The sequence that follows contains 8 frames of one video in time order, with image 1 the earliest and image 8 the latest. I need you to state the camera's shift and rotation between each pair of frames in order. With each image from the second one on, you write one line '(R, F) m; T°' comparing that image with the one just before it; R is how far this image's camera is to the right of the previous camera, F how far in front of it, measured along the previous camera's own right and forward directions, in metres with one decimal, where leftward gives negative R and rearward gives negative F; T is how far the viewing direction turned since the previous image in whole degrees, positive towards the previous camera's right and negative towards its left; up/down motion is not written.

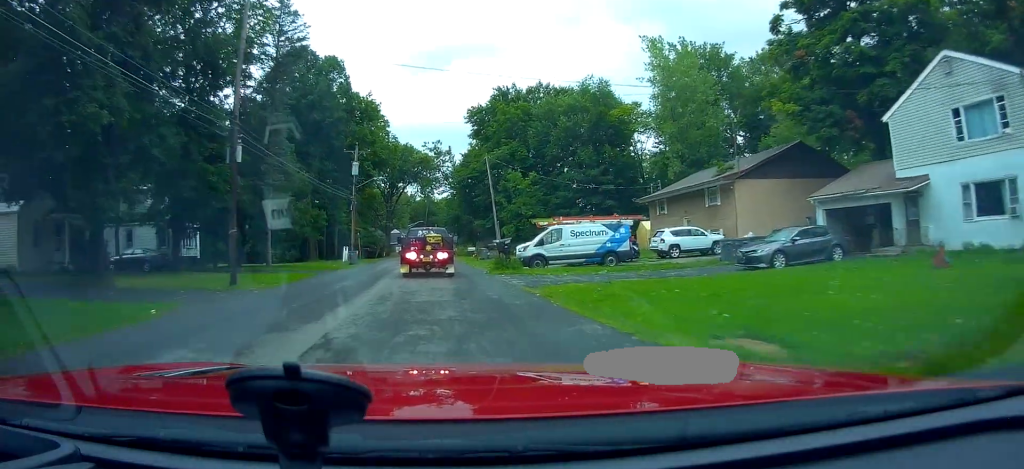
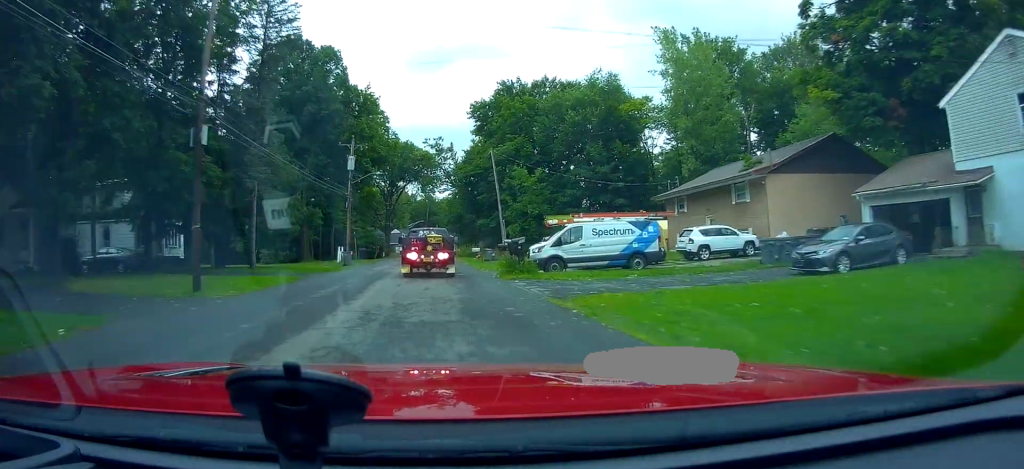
(+0.2, +3.4) m; -1°
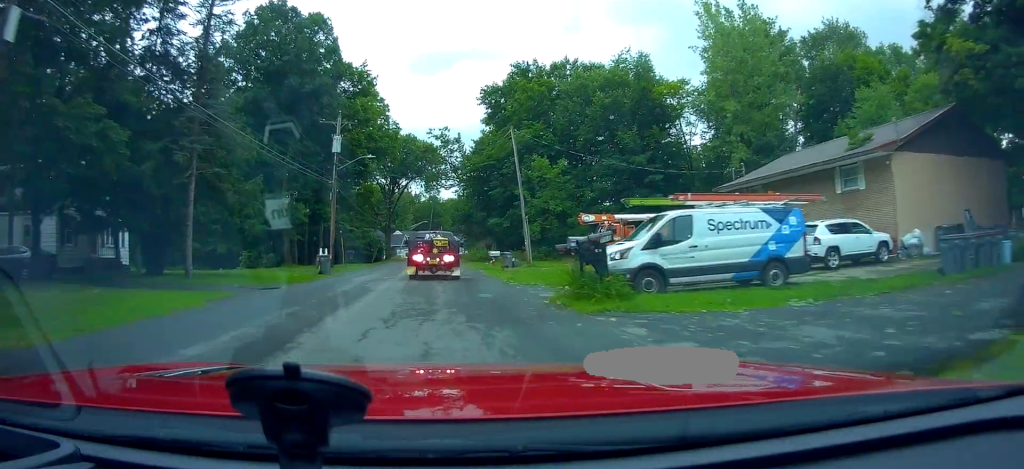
(-0.9, +9.6) m; -3°
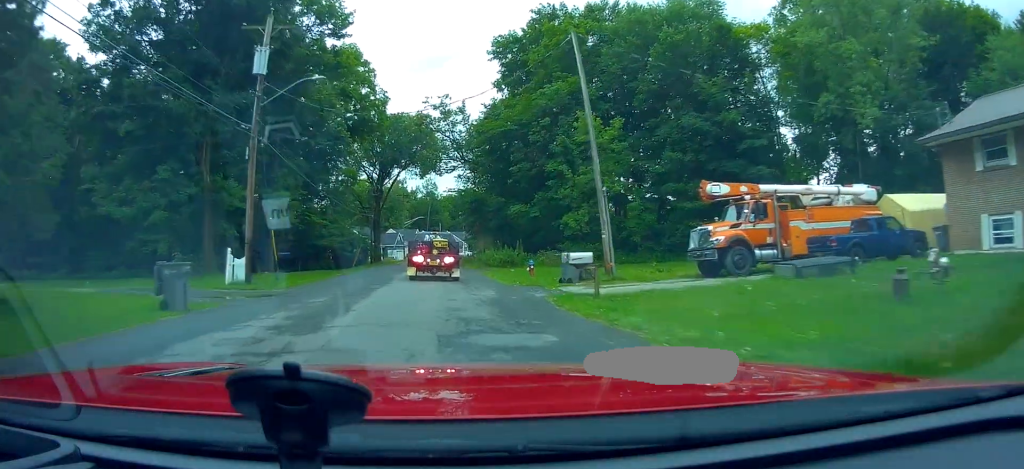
(+1.0, +17.1) m; +3°
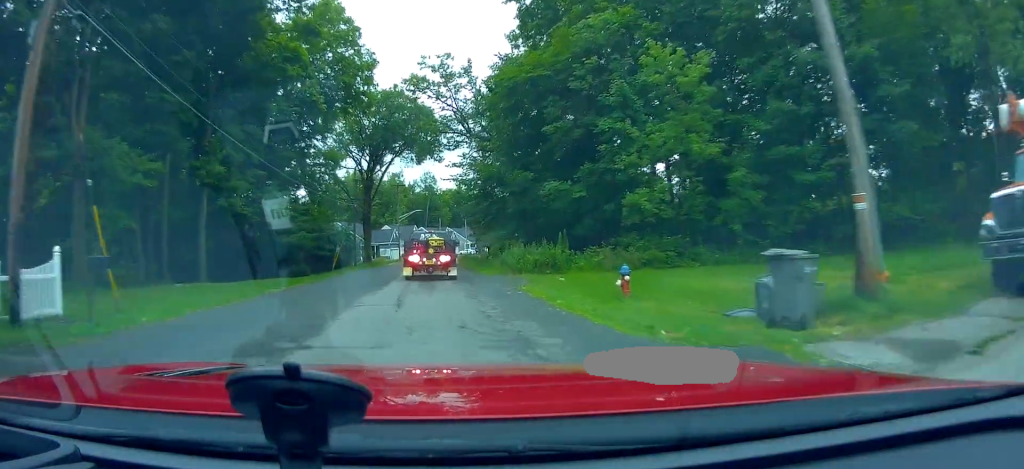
(-0.1, +12.5) m; -1°
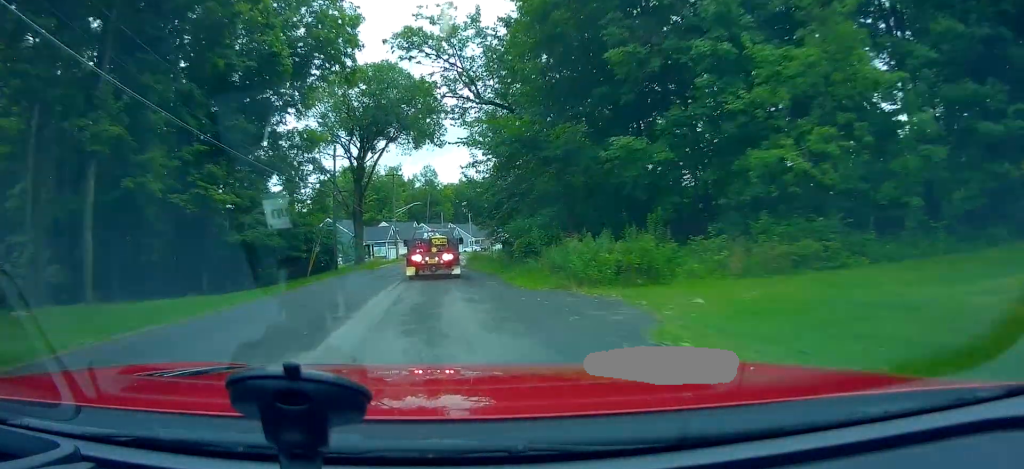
(-0.2, +10.5) m; -1°
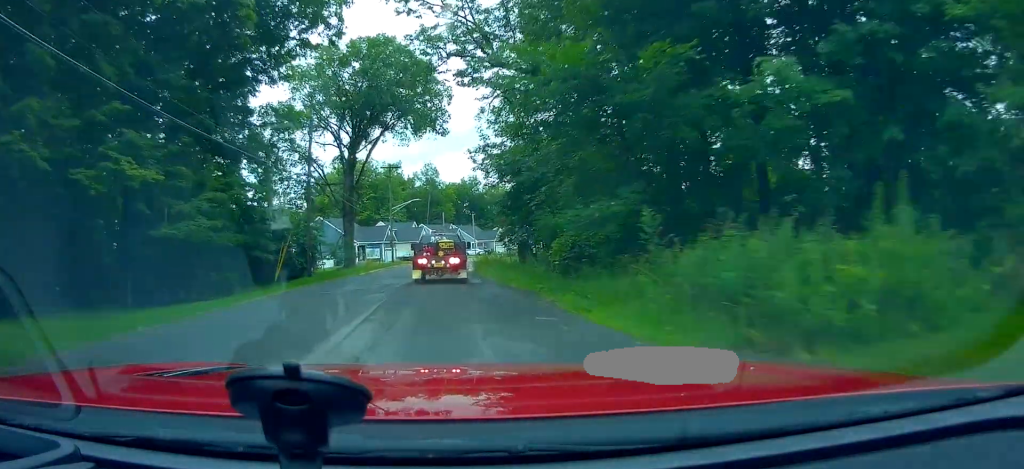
(0.0, +8.6) m; +2°
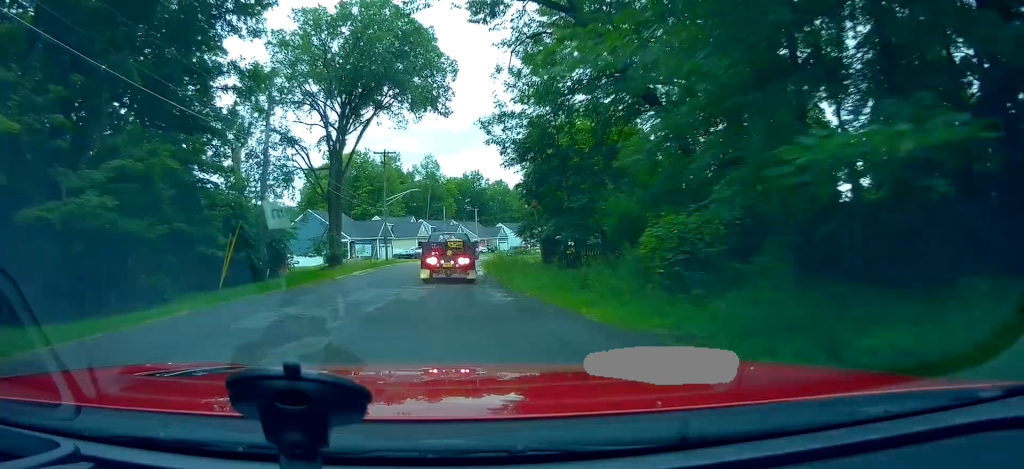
(+0.3, +8.4) m; +2°
